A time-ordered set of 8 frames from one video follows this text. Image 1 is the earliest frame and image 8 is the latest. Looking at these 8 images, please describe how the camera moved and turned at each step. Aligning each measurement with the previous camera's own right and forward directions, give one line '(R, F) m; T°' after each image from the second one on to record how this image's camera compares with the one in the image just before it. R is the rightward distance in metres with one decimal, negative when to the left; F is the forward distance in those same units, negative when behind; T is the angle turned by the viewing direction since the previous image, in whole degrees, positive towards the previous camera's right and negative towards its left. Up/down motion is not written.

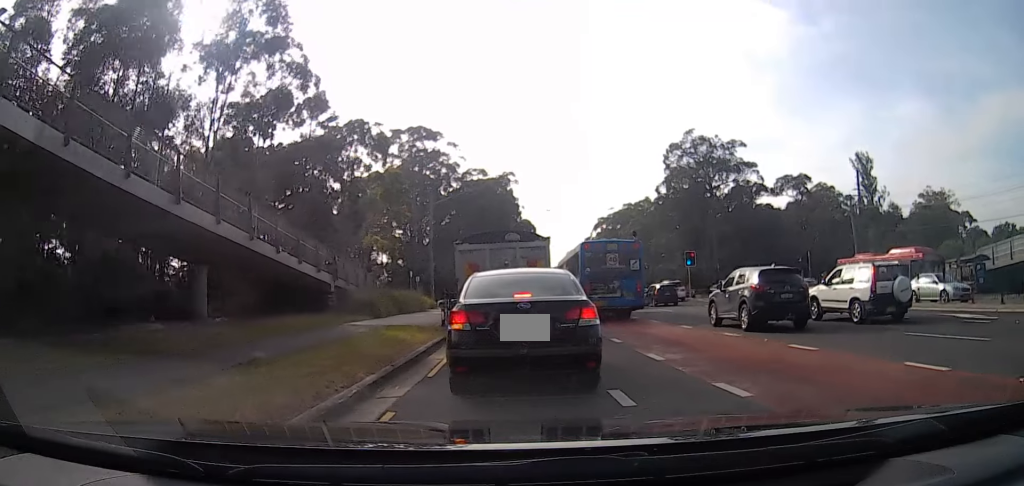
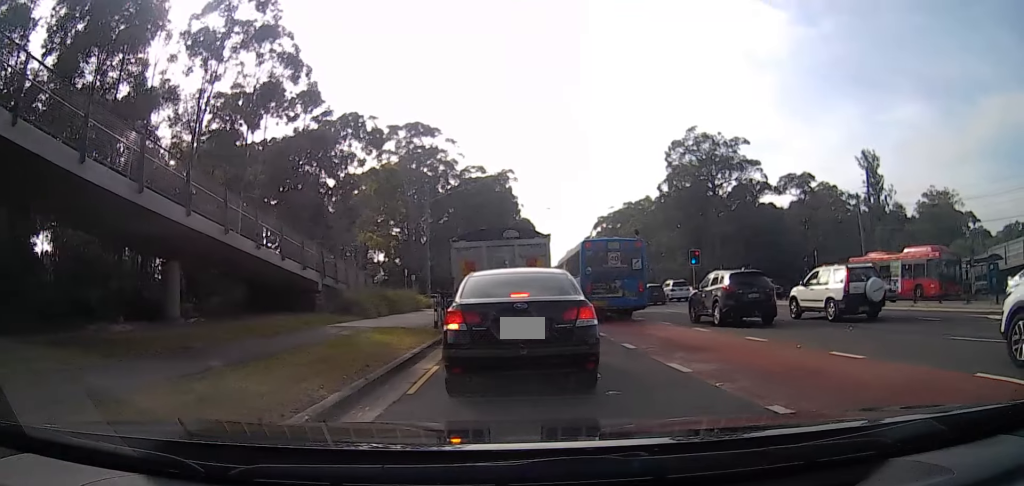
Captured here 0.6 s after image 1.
(+0.1, +1.6) m; +2°
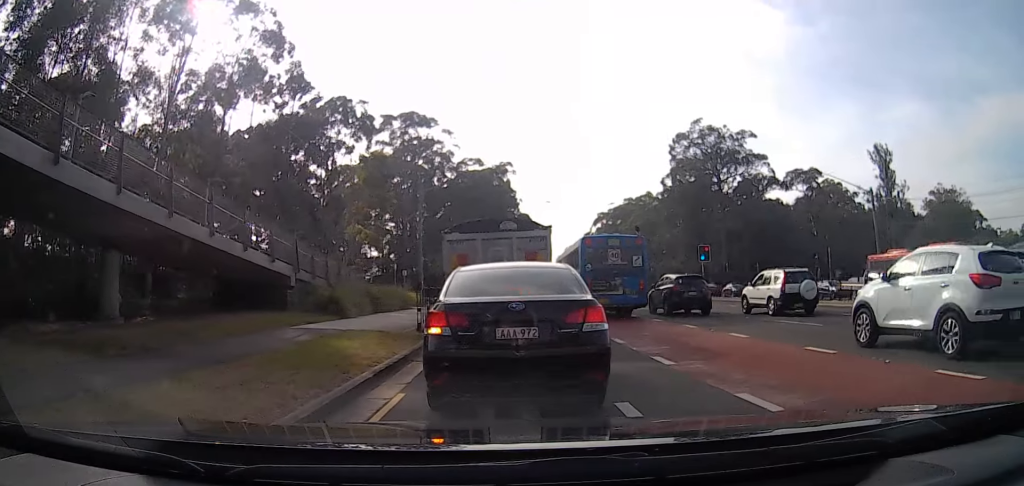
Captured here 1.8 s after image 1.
(0.0, +3.2) m; 0°
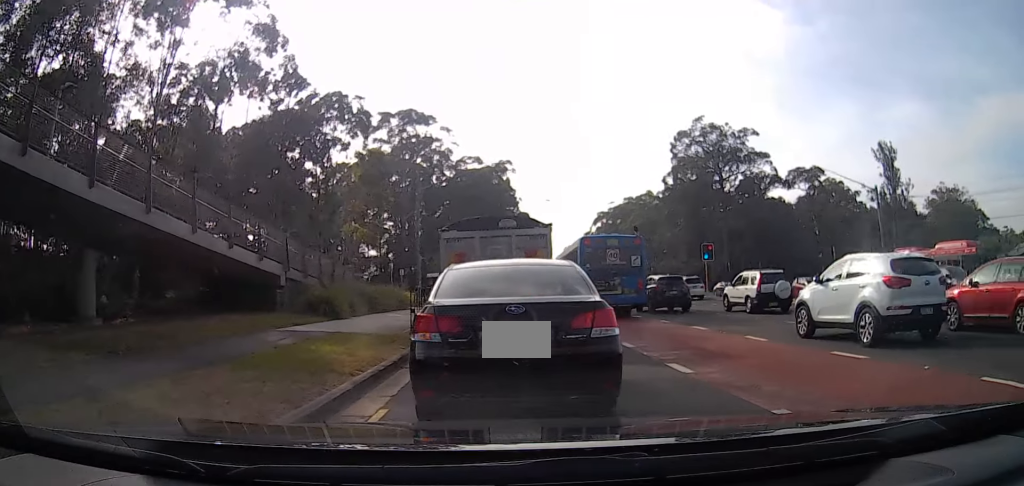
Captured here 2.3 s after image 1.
(0.0, +1.1) m; -2°
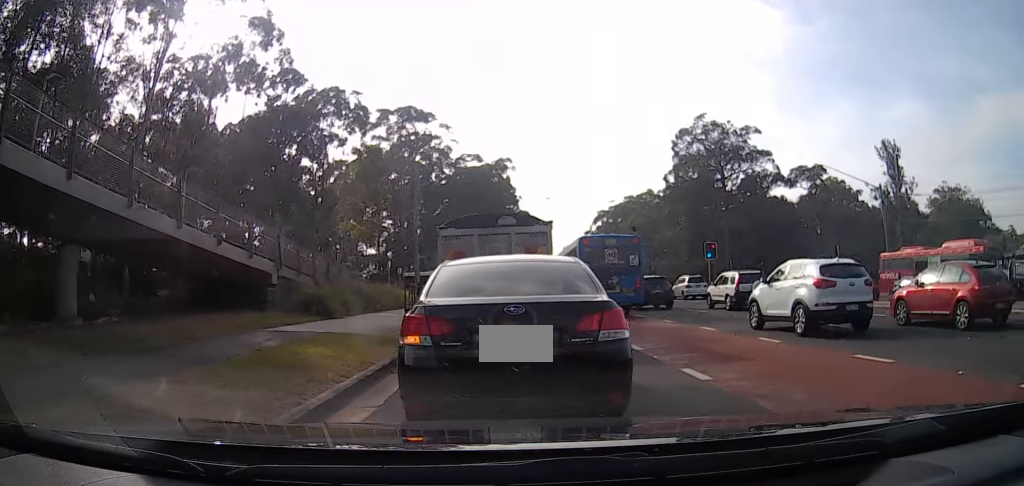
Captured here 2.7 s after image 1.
(0.0, +0.9) m; -2°
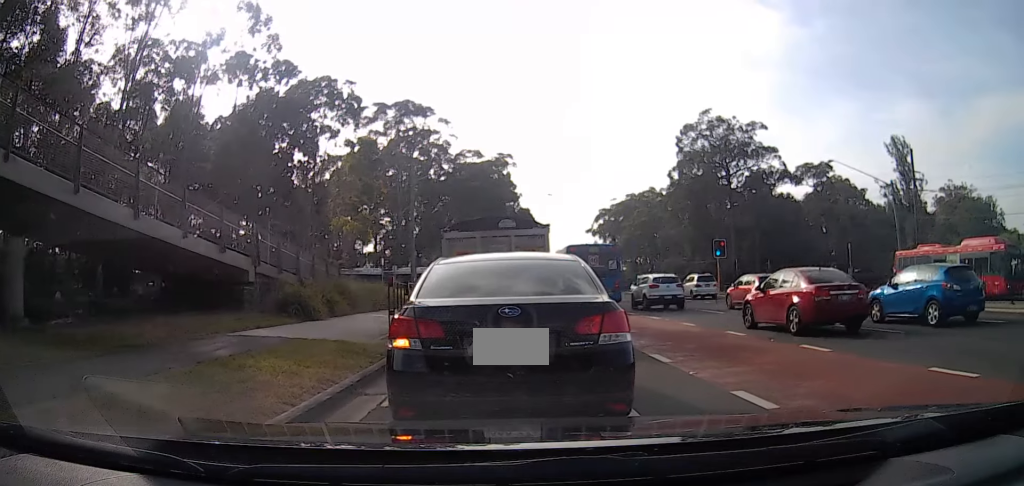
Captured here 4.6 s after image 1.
(-0.2, +3.3) m; -2°
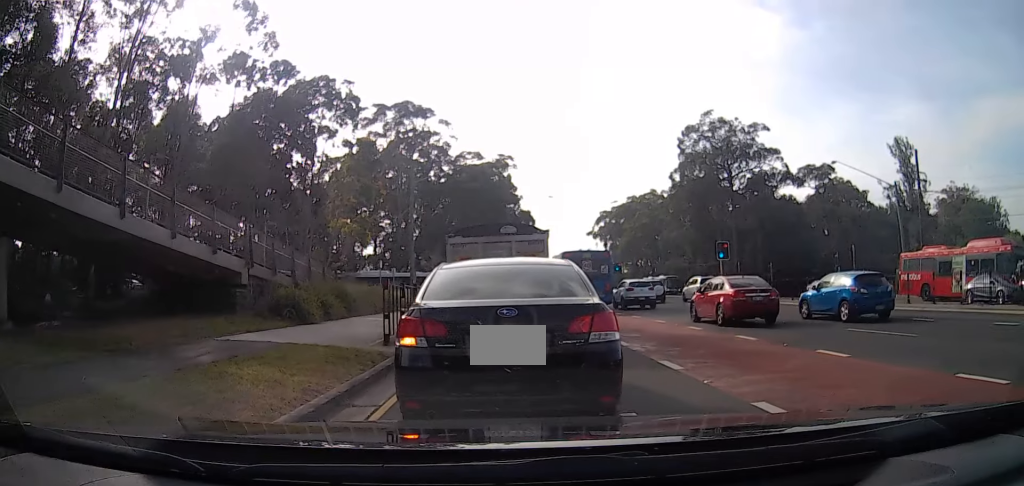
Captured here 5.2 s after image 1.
(0.0, +1.0) m; 0°
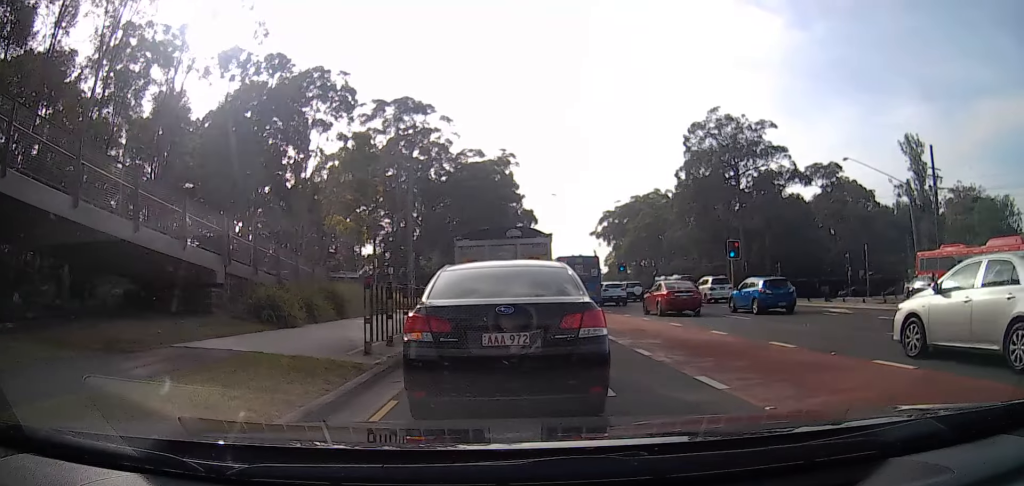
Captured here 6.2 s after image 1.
(0.0, +1.9) m; +1°
